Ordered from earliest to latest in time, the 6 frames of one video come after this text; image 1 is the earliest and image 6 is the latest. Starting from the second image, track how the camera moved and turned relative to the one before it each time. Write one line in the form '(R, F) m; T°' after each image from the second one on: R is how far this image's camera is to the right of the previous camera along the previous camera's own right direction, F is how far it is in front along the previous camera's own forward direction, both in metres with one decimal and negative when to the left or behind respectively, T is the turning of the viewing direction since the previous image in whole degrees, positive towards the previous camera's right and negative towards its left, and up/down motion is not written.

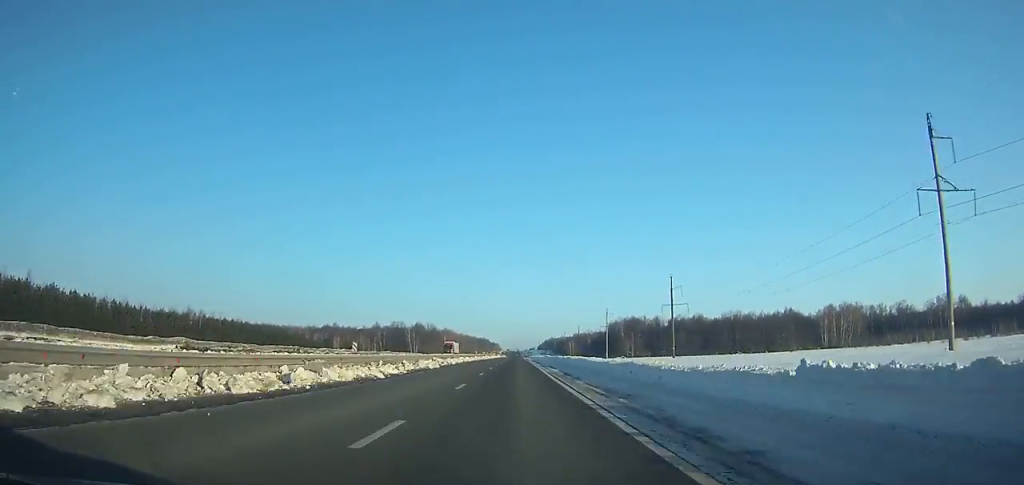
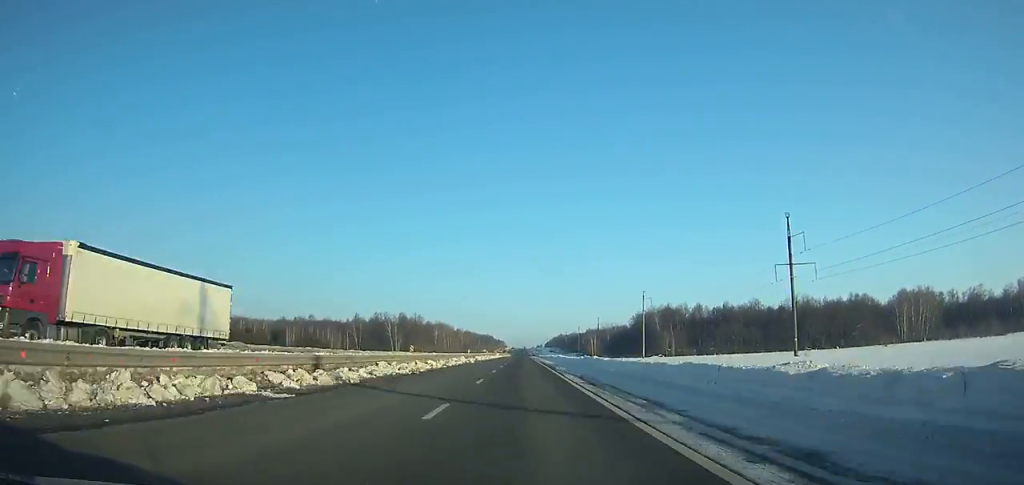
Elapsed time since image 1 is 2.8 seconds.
(-0.1, +68.7) m; 0°
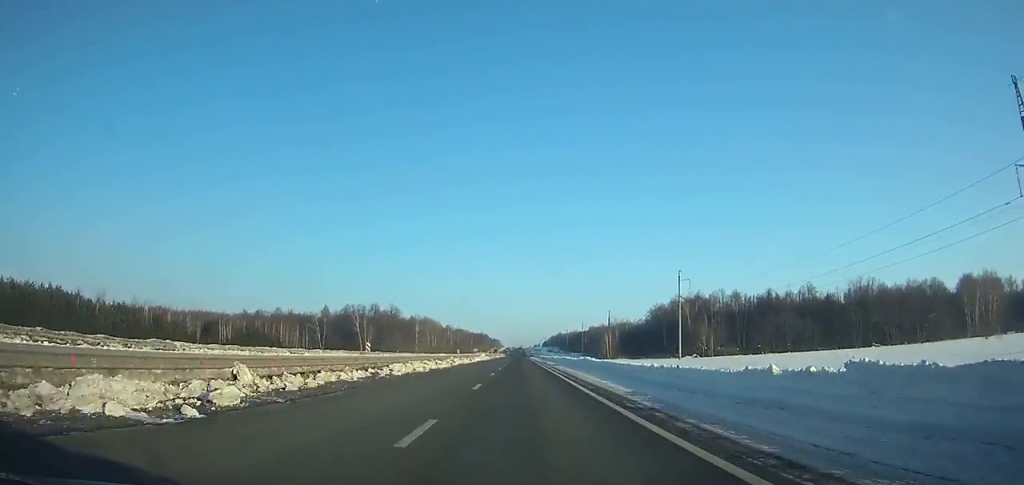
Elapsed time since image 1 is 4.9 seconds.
(0.0, +51.2) m; 0°
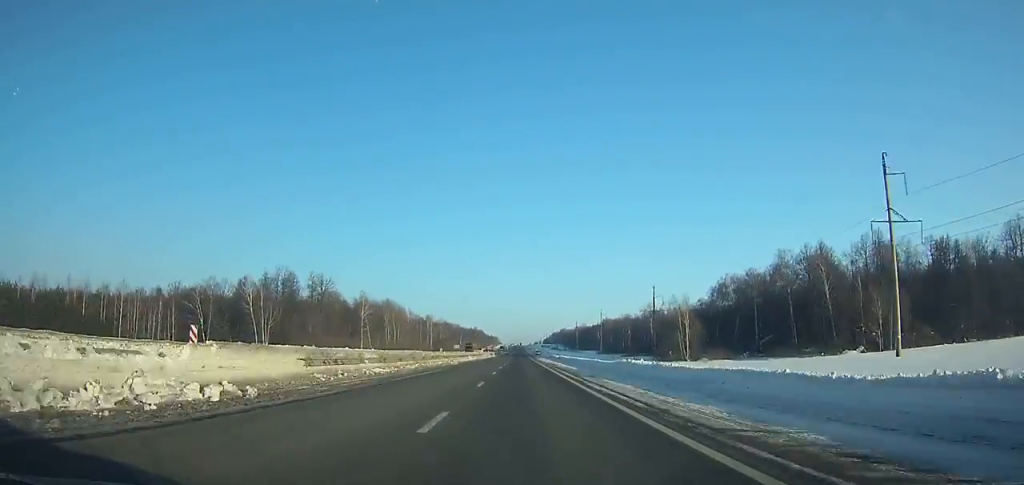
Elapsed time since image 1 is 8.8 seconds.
(+0.1, +94.5) m; 0°
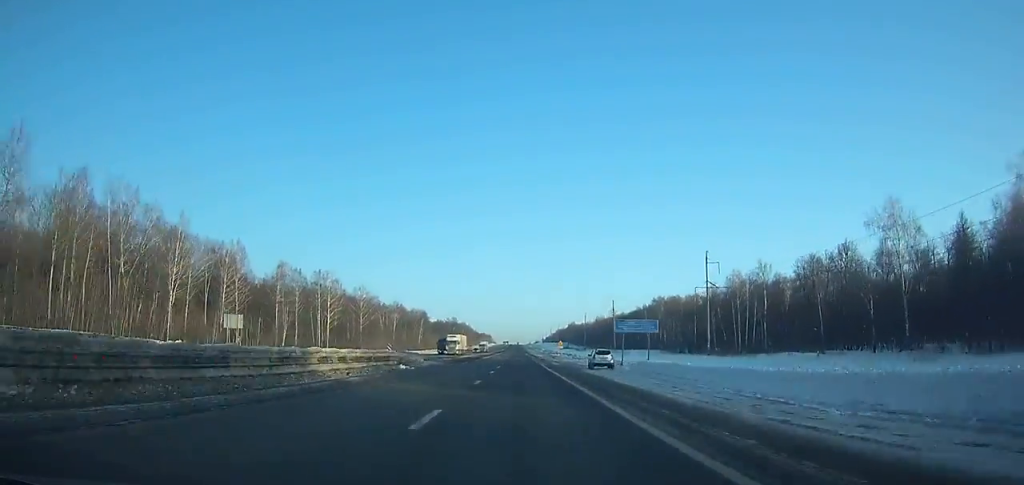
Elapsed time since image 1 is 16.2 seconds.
(-0.2, +178.3) m; 0°
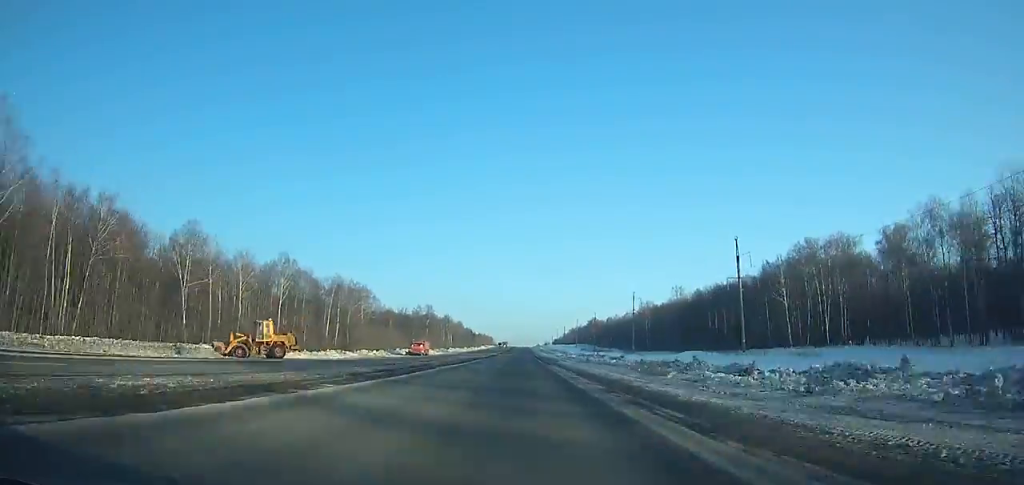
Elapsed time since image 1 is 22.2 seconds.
(-0.2, +143.5) m; 0°
